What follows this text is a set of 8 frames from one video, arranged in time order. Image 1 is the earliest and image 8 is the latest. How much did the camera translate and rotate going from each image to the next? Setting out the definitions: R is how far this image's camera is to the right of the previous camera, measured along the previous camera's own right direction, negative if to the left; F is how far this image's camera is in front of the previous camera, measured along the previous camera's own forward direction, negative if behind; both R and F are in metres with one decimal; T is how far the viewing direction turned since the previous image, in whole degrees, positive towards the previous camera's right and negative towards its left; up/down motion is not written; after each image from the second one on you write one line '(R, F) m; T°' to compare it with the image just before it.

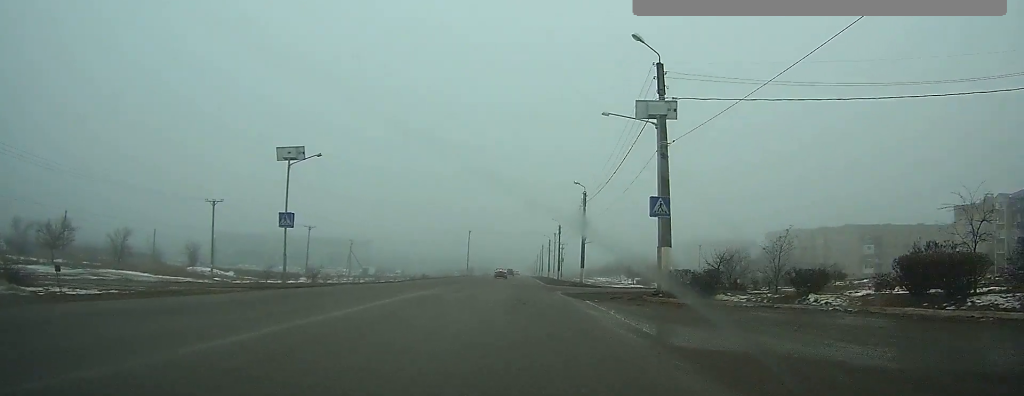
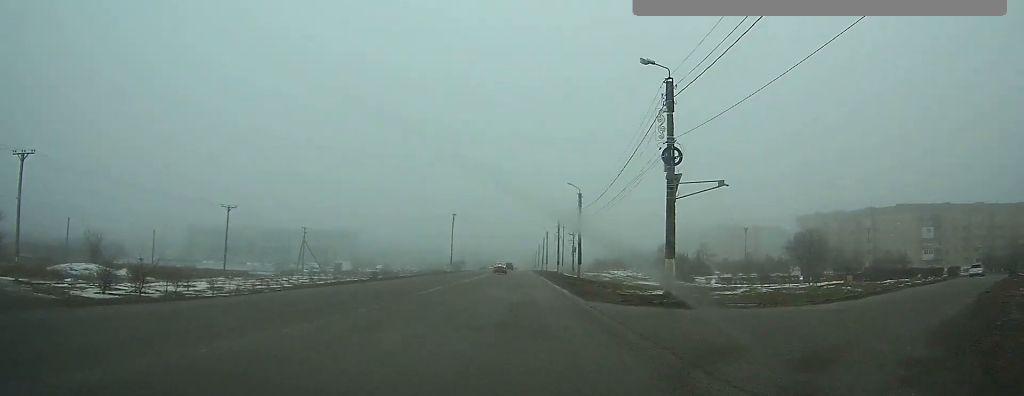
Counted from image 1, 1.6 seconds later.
(+0.2, +27.4) m; +1°
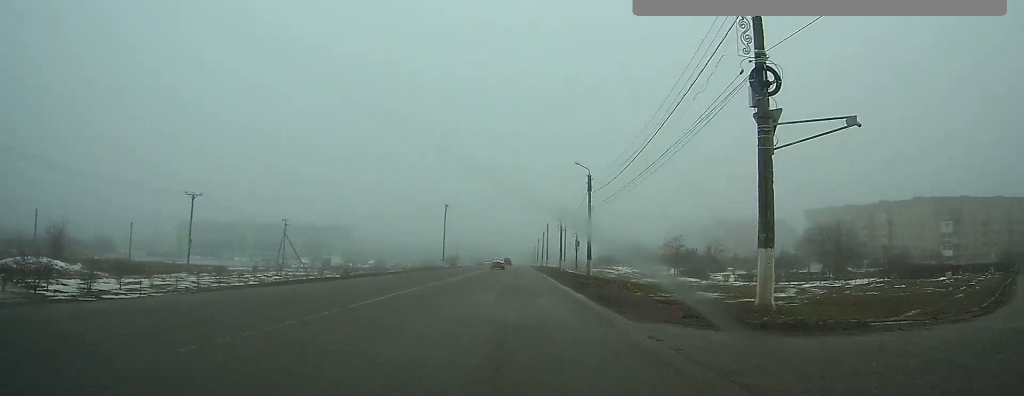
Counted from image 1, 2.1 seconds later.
(0.0, +8.3) m; 0°
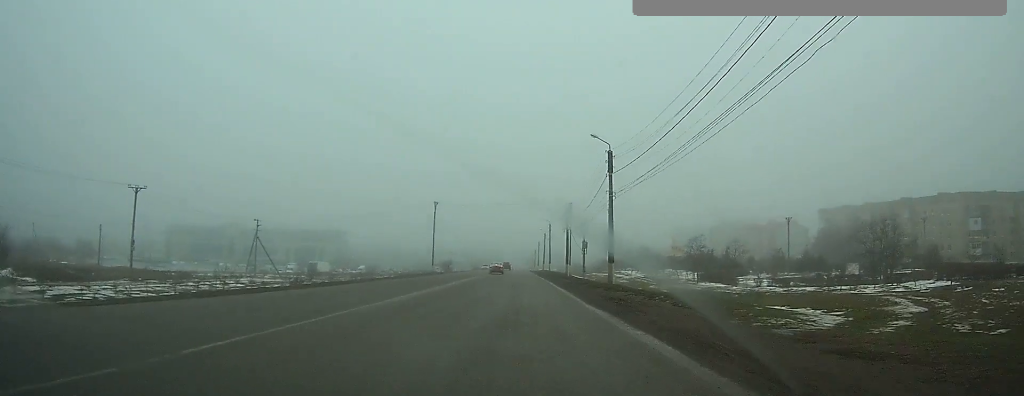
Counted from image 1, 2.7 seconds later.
(0.0, +11.4) m; 0°
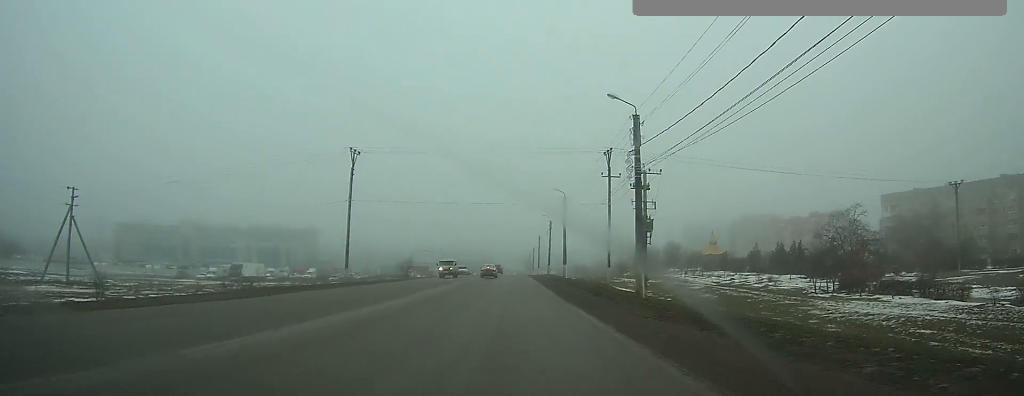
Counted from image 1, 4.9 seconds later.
(+0.3, +40.9) m; +1°
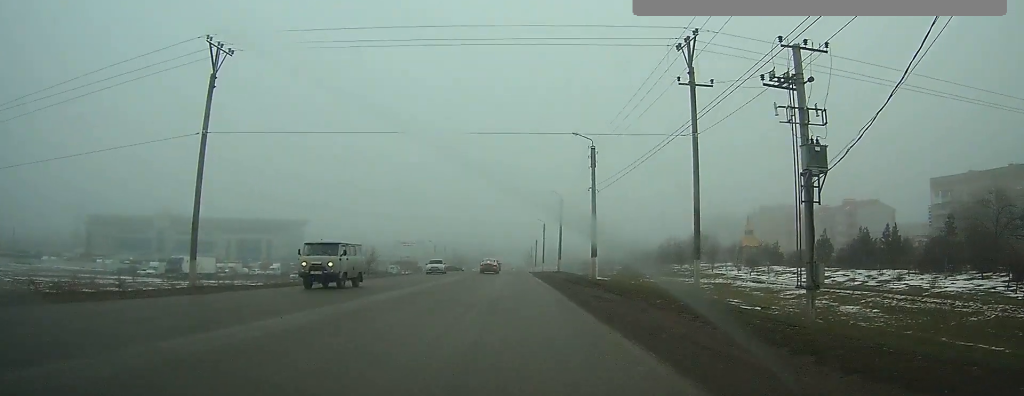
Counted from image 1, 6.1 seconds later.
(0.0, +24.8) m; 0°
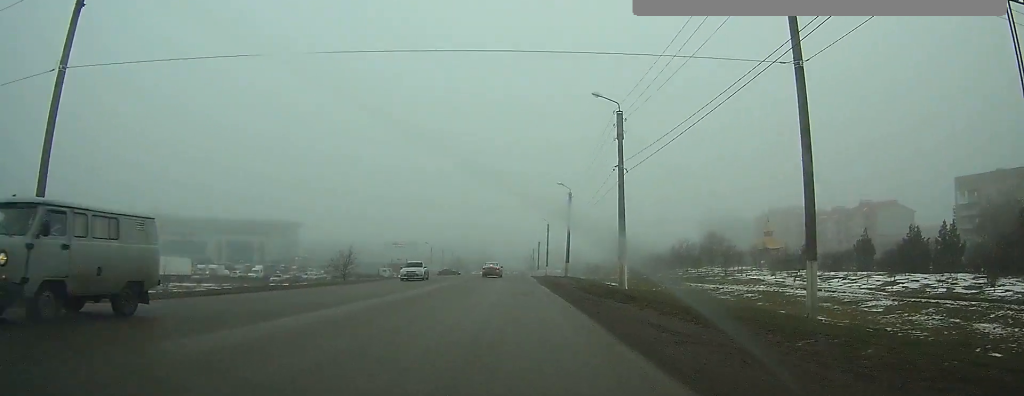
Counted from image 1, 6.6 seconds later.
(0.0, +9.8) m; 0°
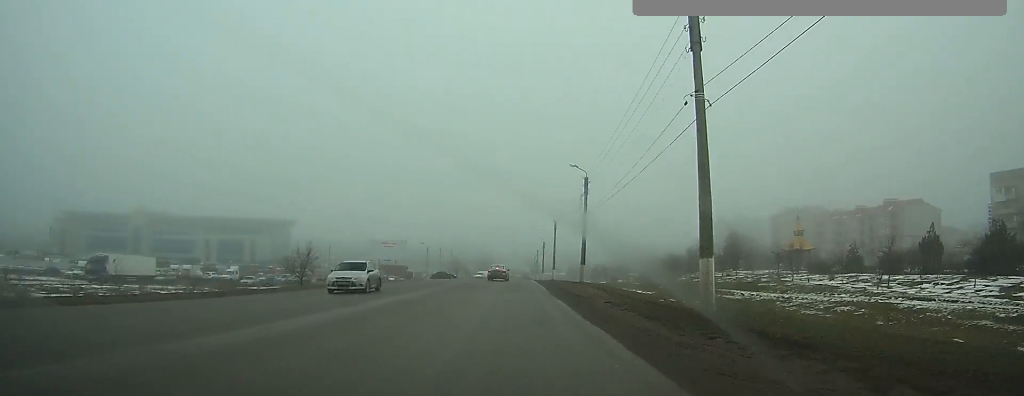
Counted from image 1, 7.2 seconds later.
(0.0, +11.8) m; 0°
